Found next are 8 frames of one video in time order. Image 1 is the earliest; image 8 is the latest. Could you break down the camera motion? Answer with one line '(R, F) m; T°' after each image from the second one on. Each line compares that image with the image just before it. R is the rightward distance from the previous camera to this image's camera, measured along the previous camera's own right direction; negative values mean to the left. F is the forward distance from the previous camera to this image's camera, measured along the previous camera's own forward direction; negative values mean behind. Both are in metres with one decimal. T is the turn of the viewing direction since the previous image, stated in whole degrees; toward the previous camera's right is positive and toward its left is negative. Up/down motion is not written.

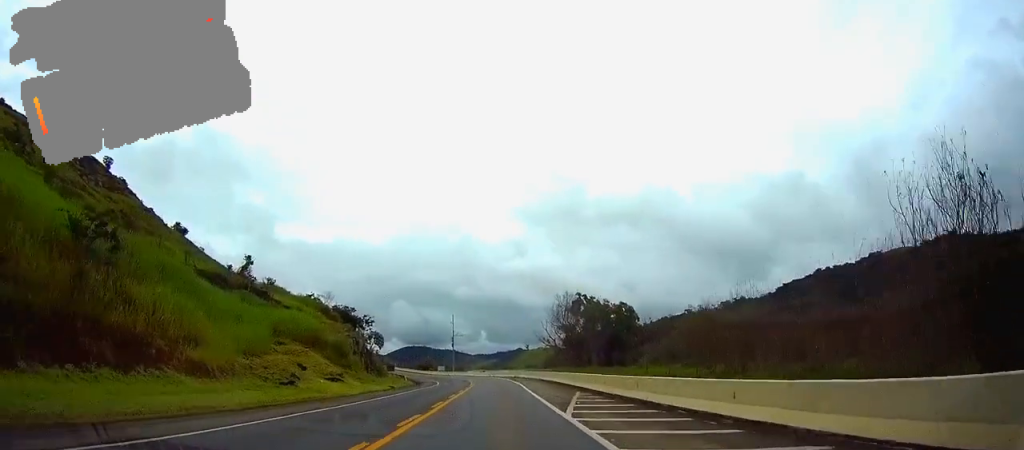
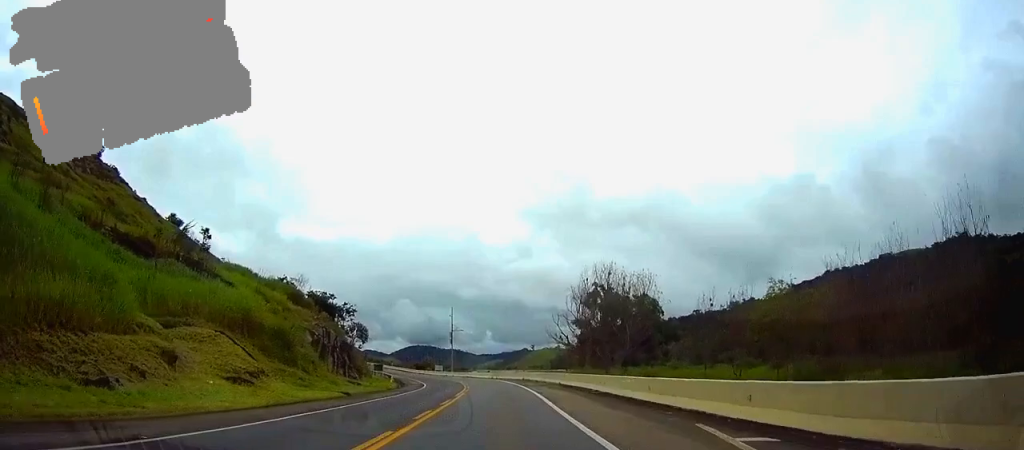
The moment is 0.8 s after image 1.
(-0.6, +21.9) m; -2°
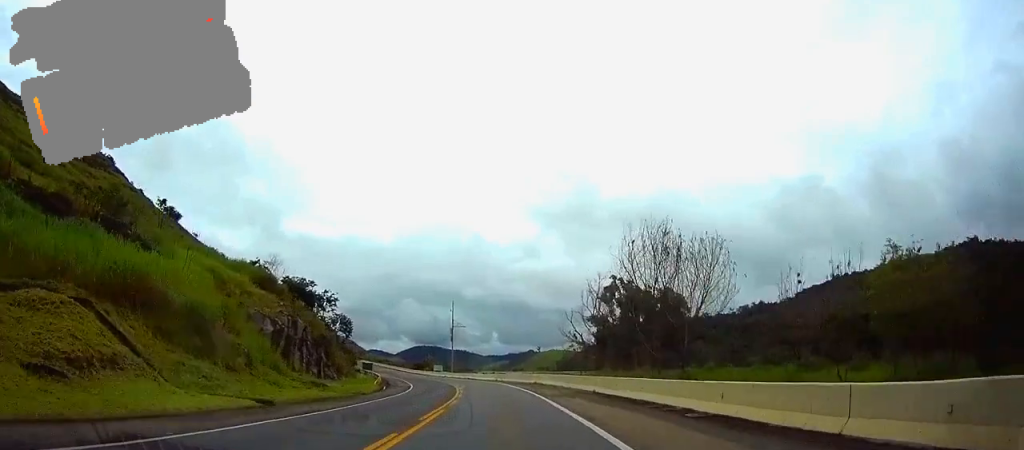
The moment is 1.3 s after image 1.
(-0.2, +16.1) m; -1°
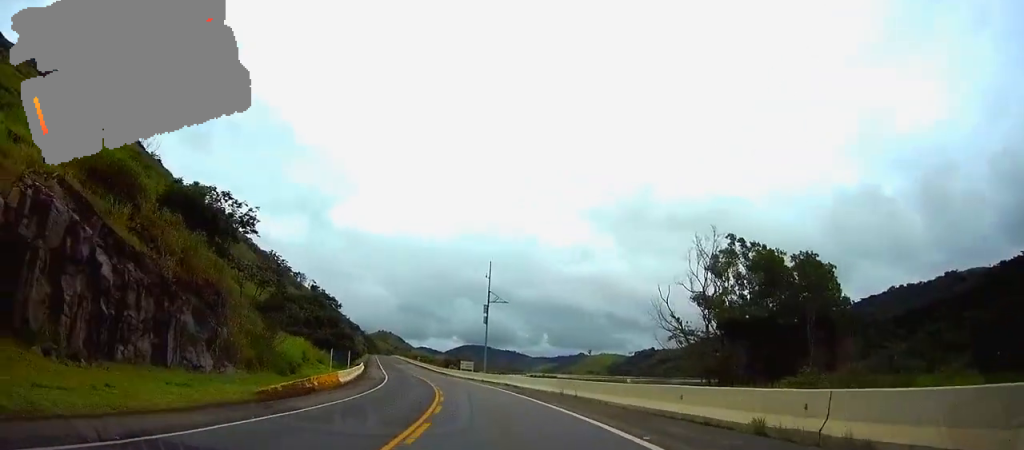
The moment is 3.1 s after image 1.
(-0.5, +50.0) m; -1°
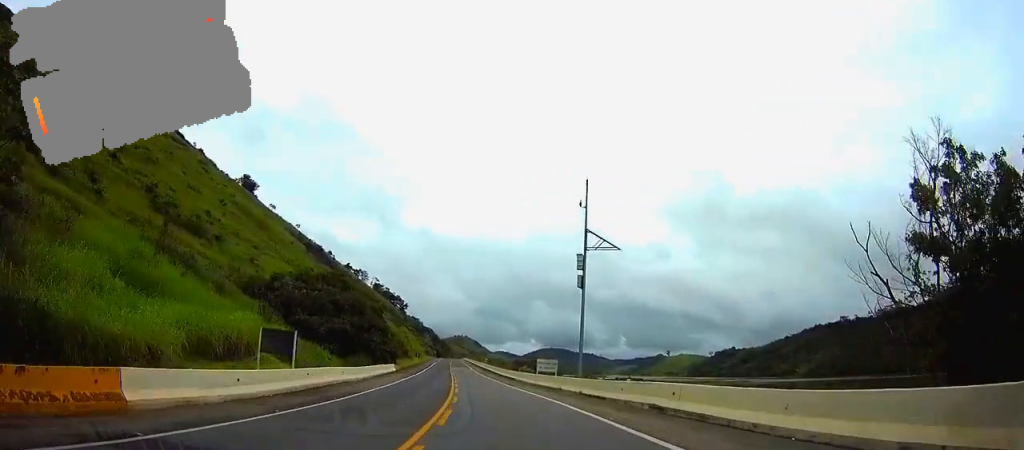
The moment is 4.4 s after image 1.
(-1.6, +40.0) m; -6°
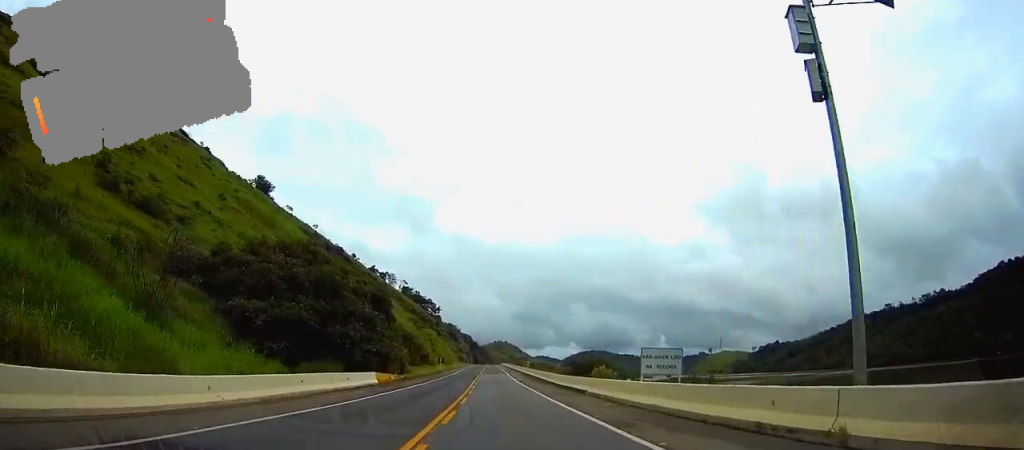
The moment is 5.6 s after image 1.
(-2.0, +34.6) m; -4°
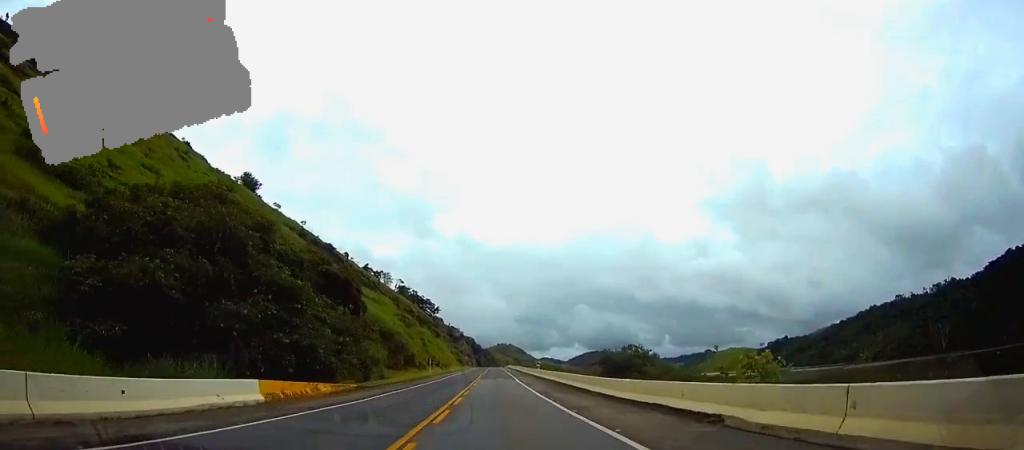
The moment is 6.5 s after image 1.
(-0.2, +25.2) m; -1°
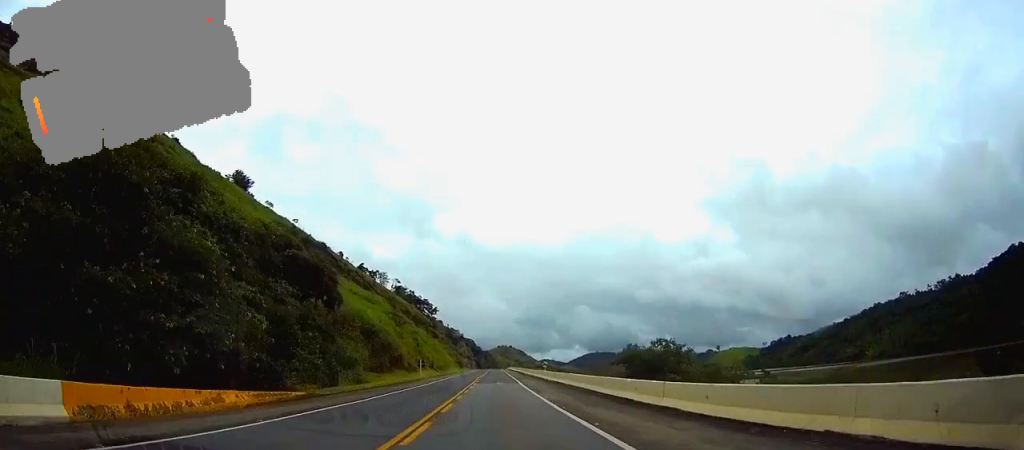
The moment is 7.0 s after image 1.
(0.0, +13.7) m; 0°
